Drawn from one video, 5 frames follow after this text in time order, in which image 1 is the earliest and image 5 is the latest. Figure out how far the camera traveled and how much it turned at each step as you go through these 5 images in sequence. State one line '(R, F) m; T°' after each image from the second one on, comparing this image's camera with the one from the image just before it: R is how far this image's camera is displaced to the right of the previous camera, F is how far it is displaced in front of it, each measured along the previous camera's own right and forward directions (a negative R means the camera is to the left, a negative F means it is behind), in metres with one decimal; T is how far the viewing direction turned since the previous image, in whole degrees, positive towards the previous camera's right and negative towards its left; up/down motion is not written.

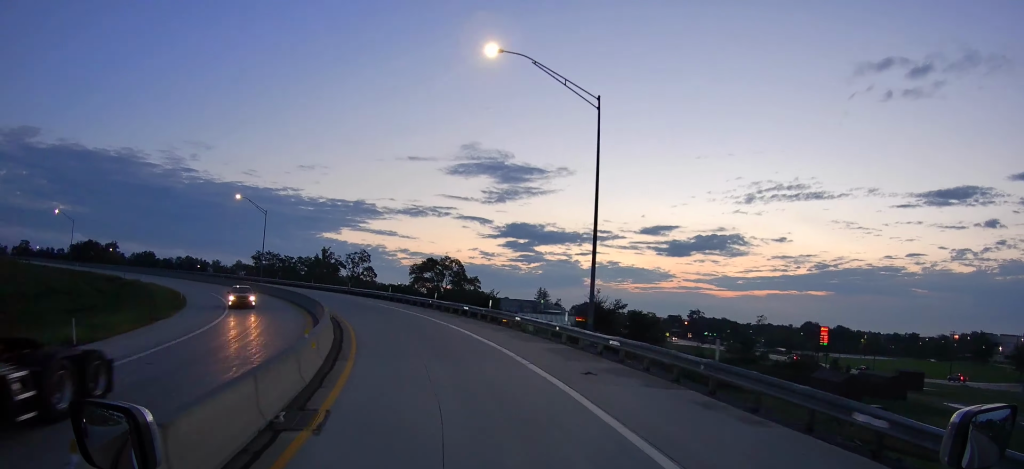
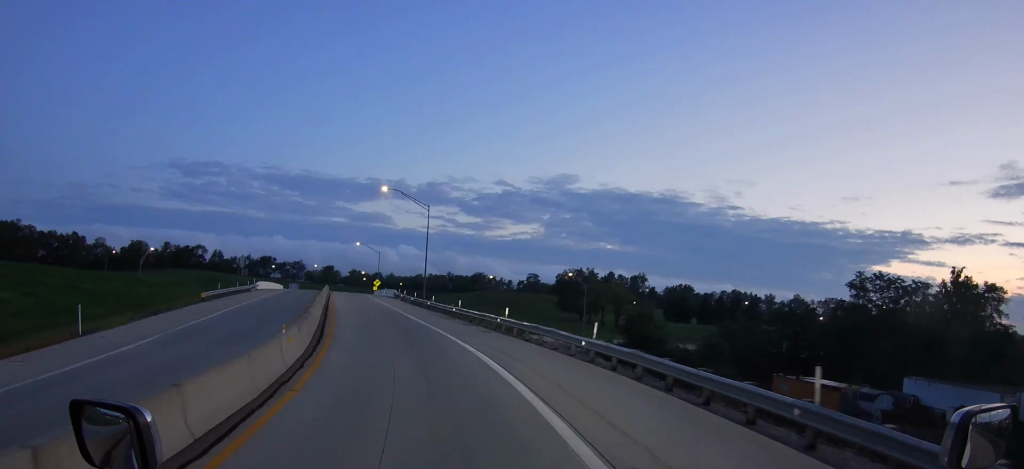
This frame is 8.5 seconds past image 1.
(-43.3, +93.3) m; -49°
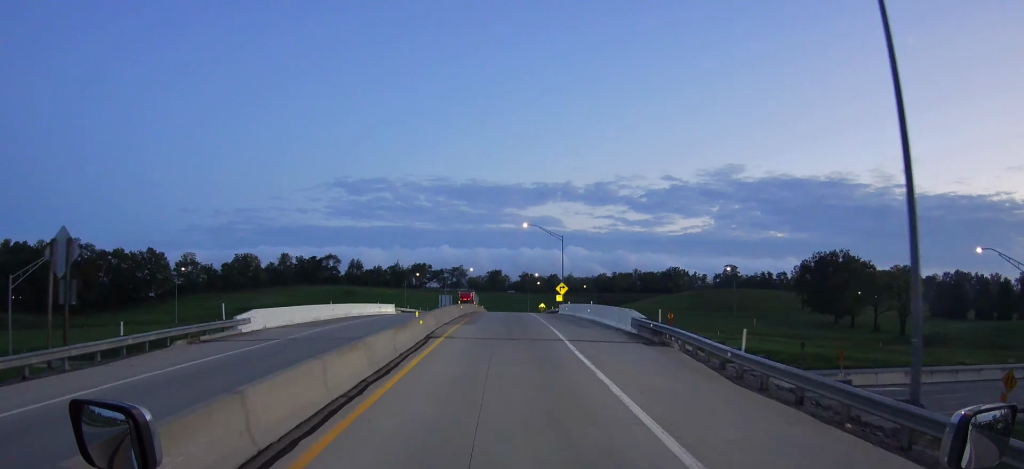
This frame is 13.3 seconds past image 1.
(-10.6, +60.6) m; -12°
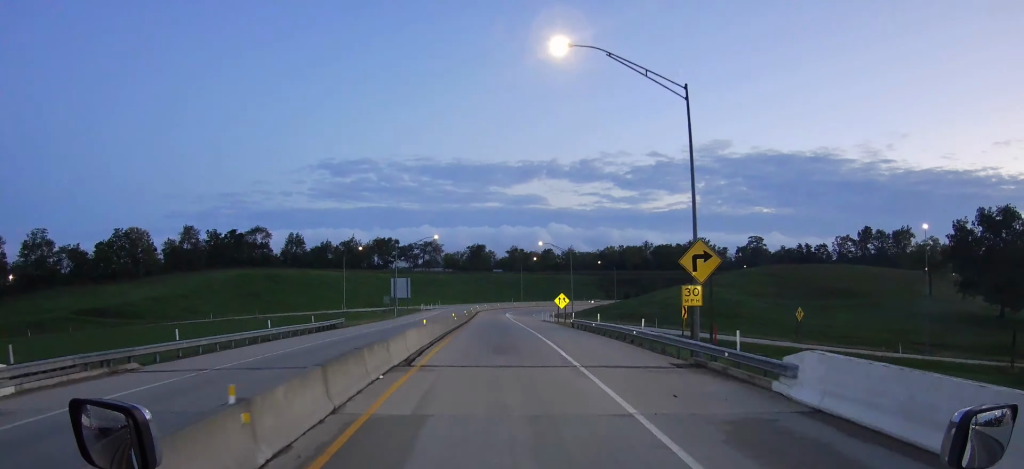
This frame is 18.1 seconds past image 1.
(+0.4, +63.1) m; 0°
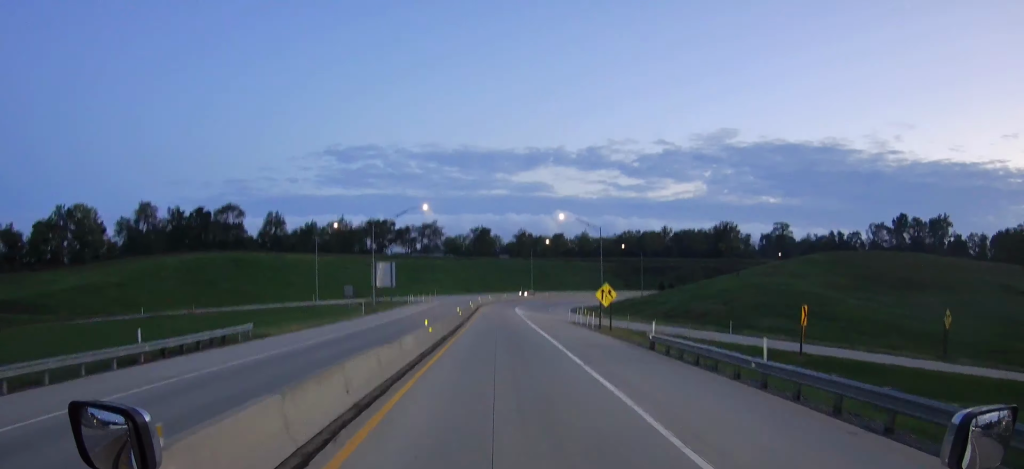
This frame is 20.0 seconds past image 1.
(0.0, +25.1) m; 0°
